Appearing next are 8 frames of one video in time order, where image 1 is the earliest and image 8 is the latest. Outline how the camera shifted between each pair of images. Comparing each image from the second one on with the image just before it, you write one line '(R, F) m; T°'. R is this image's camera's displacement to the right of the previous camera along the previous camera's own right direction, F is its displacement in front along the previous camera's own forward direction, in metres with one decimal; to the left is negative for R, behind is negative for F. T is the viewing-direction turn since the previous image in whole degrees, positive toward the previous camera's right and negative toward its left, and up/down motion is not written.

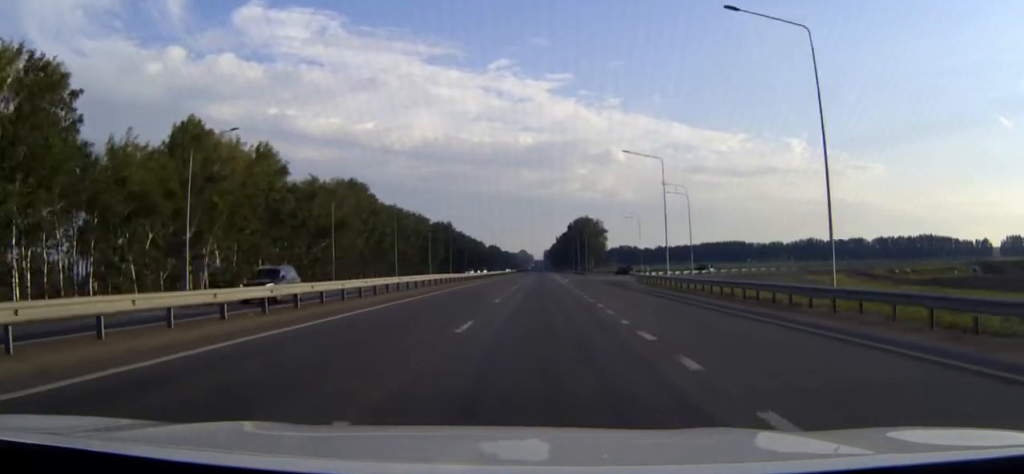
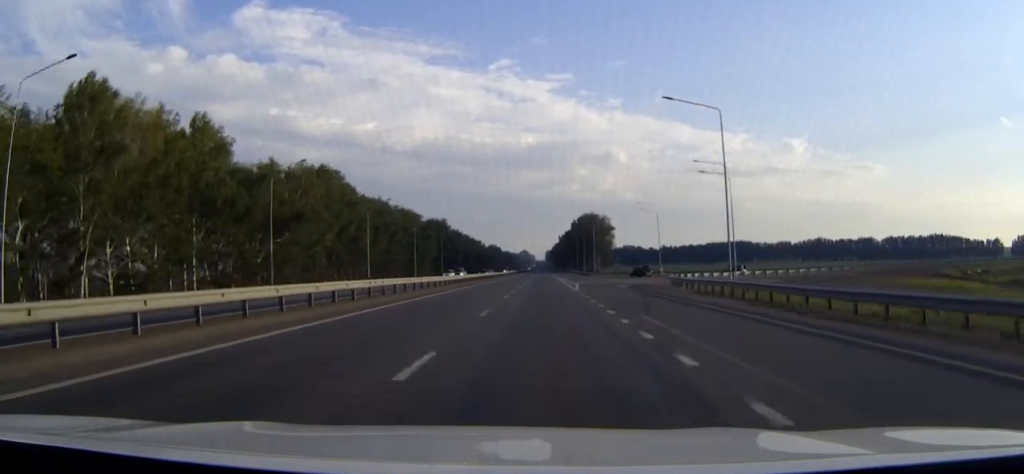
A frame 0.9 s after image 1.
(0.0, +19.4) m; 0°
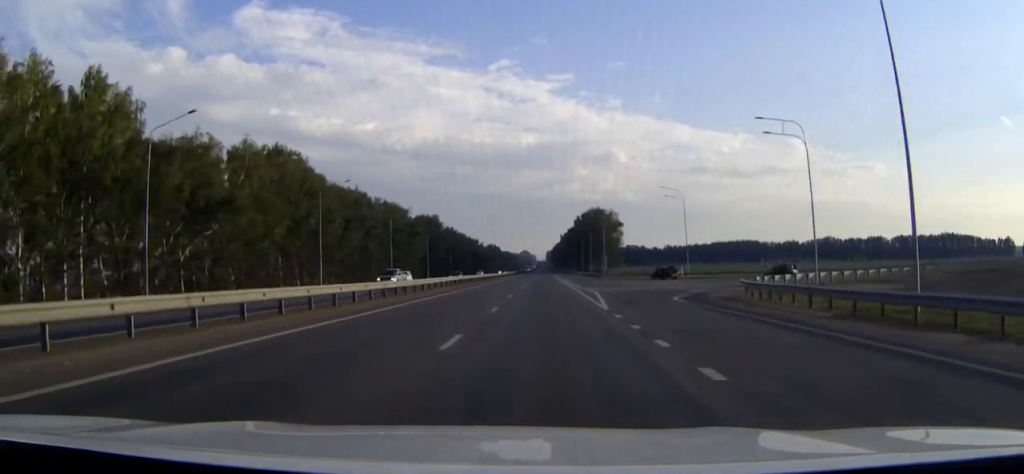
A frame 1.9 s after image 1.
(0.0, +21.1) m; 0°
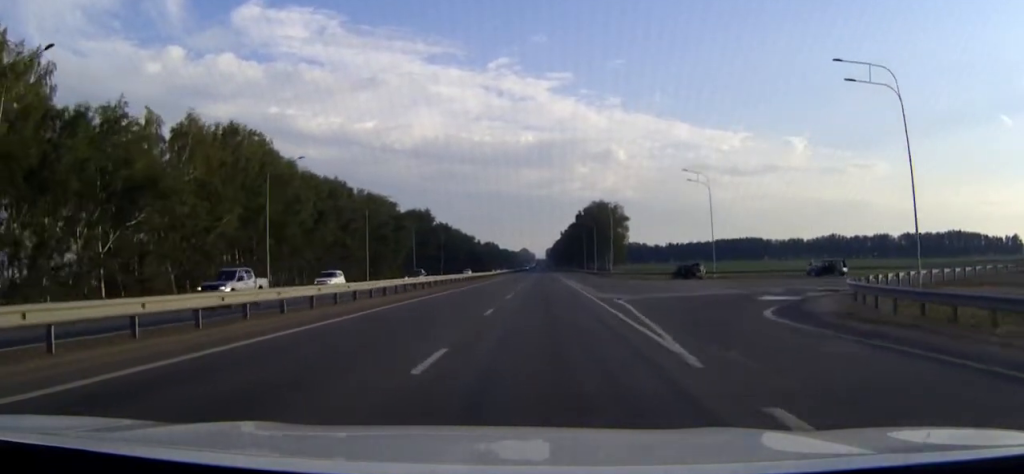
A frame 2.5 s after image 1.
(0.0, +14.7) m; 0°
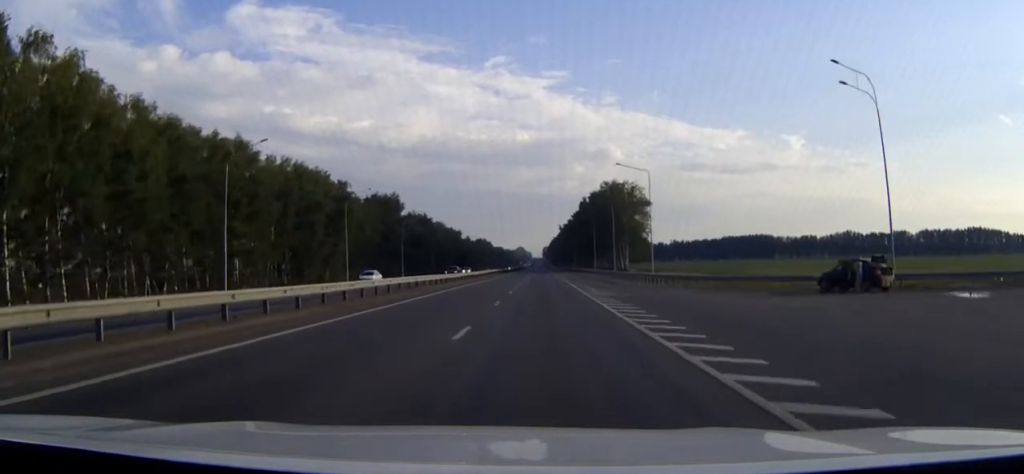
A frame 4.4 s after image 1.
(0.0, +42.6) m; 0°
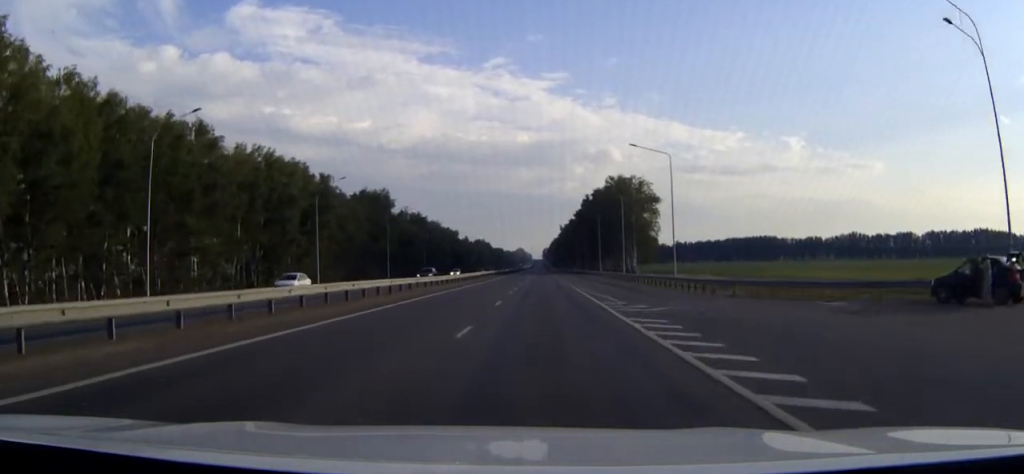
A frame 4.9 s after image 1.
(0.0, +11.5) m; 0°
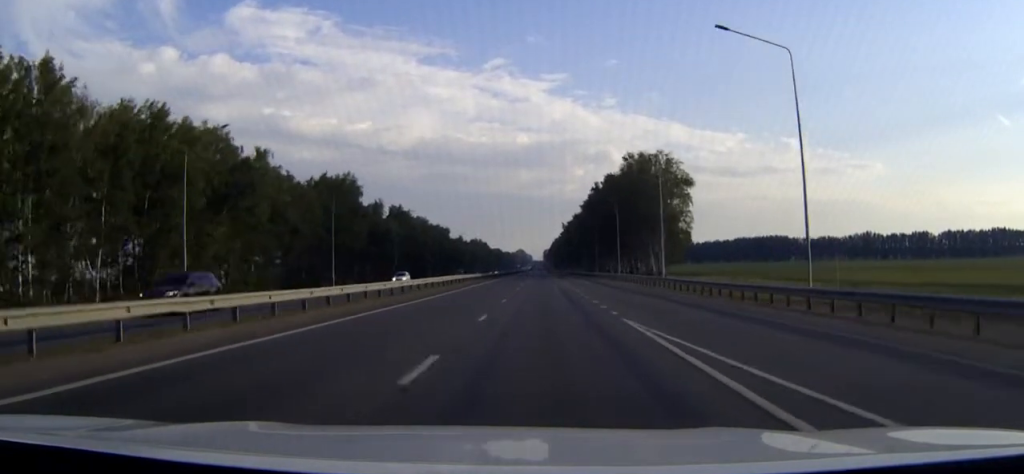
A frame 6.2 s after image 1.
(0.0, +29.4) m; 0°
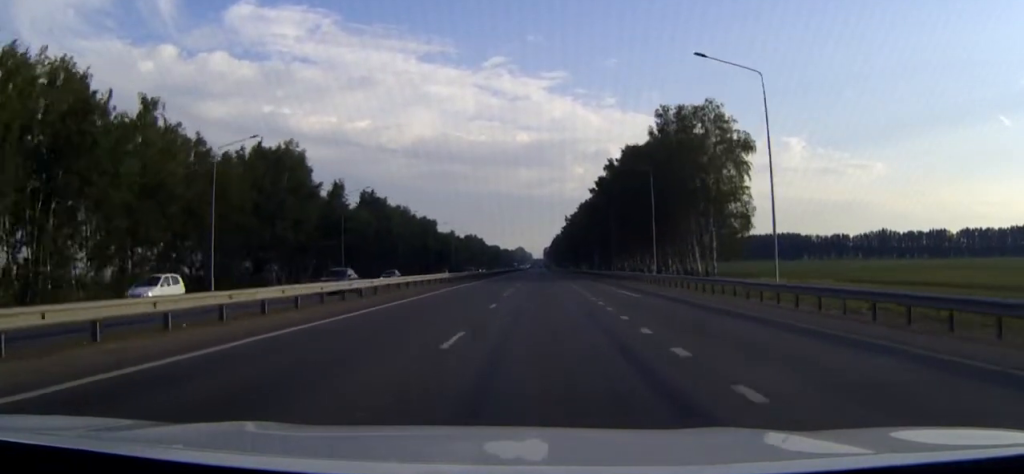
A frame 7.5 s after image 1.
(0.0, +30.6) m; 0°
